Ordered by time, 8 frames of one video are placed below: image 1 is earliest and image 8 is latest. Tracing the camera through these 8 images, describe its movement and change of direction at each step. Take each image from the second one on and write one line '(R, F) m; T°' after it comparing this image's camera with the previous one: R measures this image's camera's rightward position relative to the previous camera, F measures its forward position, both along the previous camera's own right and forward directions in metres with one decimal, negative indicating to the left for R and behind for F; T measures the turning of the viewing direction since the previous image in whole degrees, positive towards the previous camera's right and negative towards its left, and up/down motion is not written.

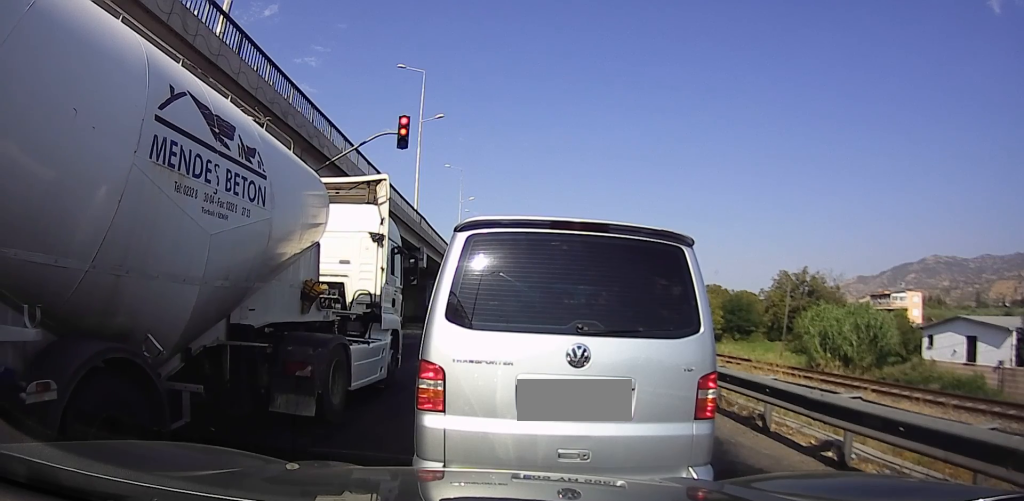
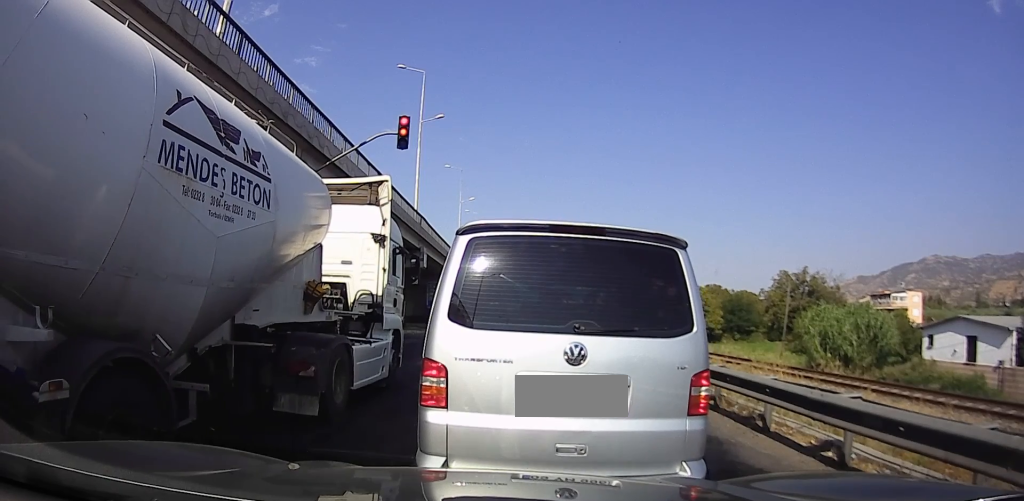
(0.0, 0.0) m; 0°
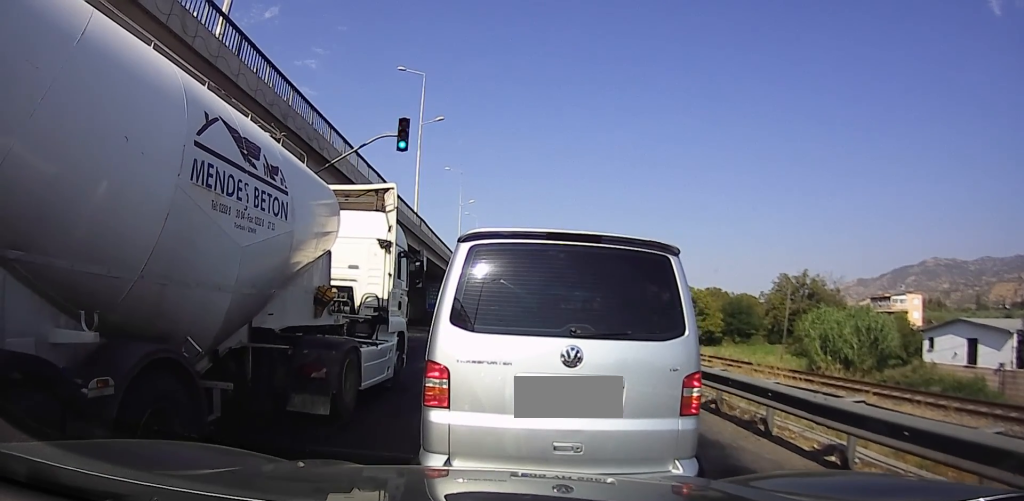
(0.0, 0.0) m; 0°
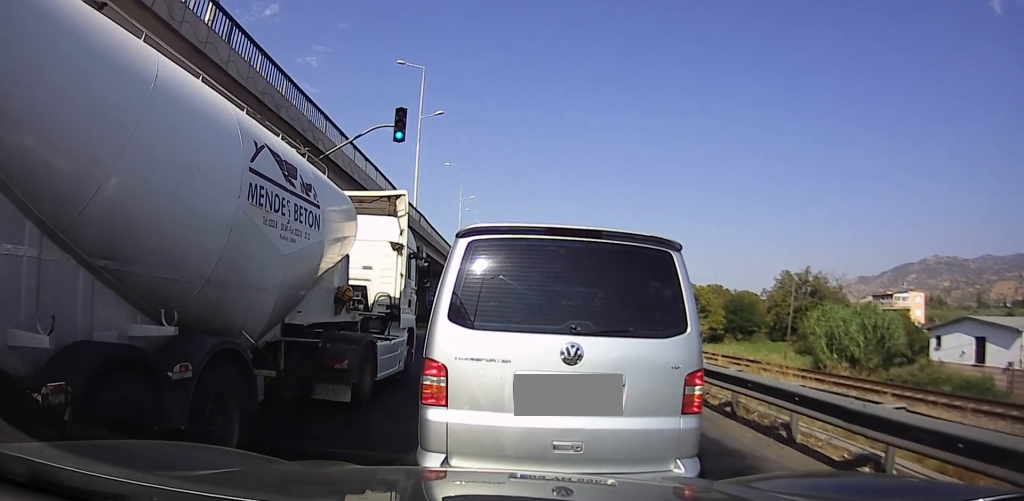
(0.0, 0.0) m; 0°
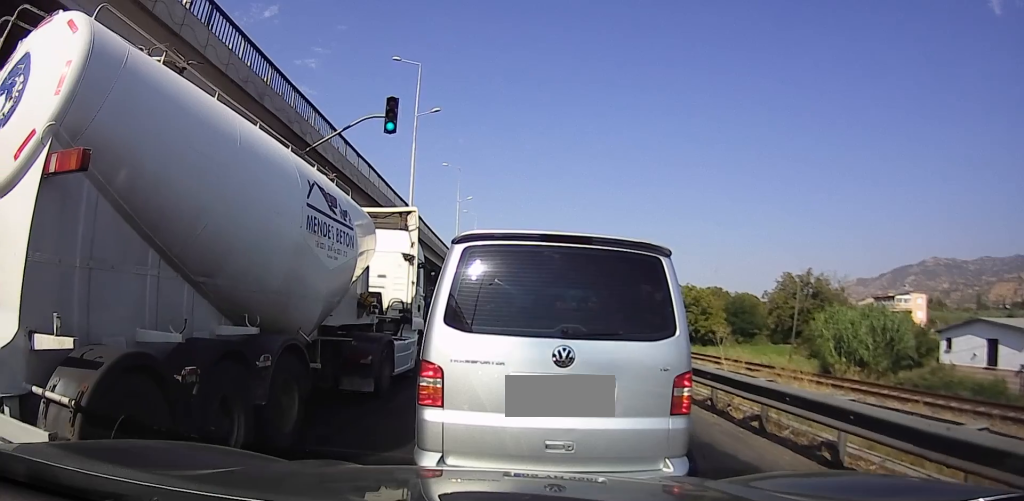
(0.0, 0.0) m; 0°
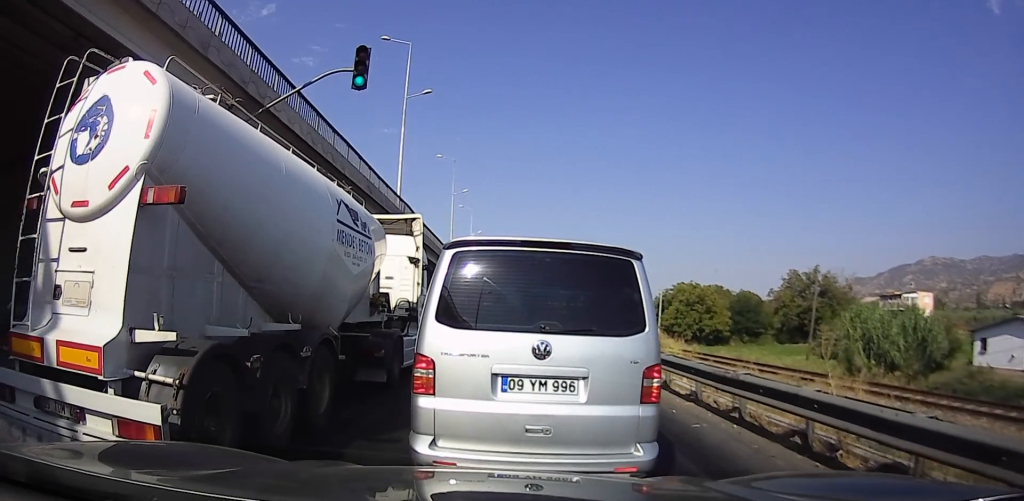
(0.0, +0.6) m; 0°
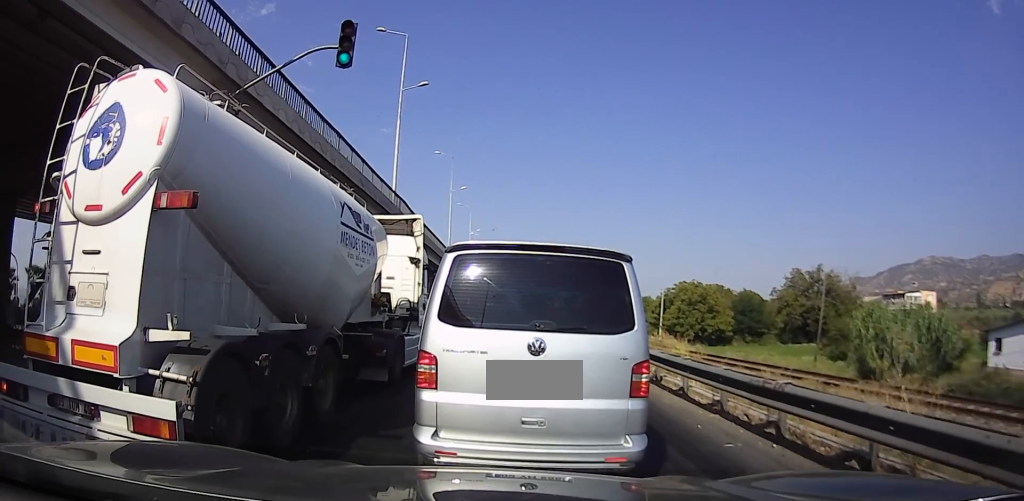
(0.0, +0.4) m; 0°
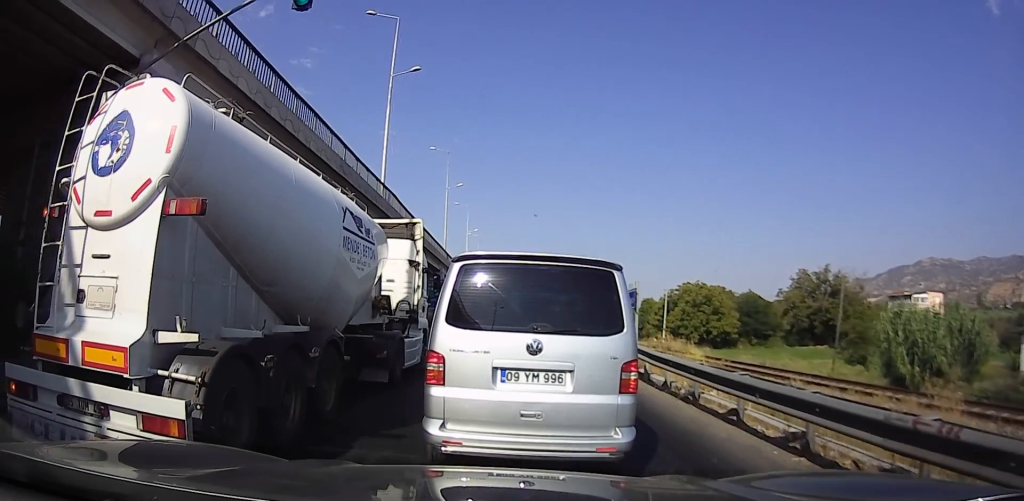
(0.0, +1.1) m; 0°
